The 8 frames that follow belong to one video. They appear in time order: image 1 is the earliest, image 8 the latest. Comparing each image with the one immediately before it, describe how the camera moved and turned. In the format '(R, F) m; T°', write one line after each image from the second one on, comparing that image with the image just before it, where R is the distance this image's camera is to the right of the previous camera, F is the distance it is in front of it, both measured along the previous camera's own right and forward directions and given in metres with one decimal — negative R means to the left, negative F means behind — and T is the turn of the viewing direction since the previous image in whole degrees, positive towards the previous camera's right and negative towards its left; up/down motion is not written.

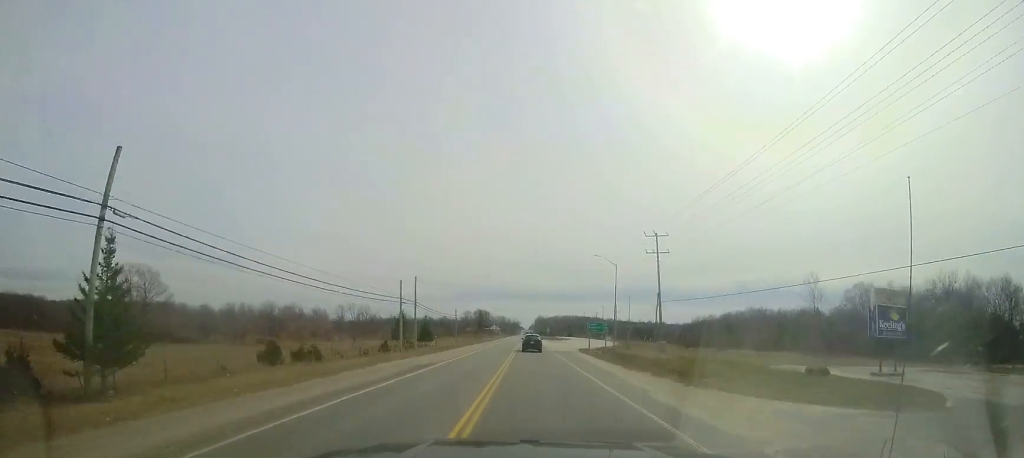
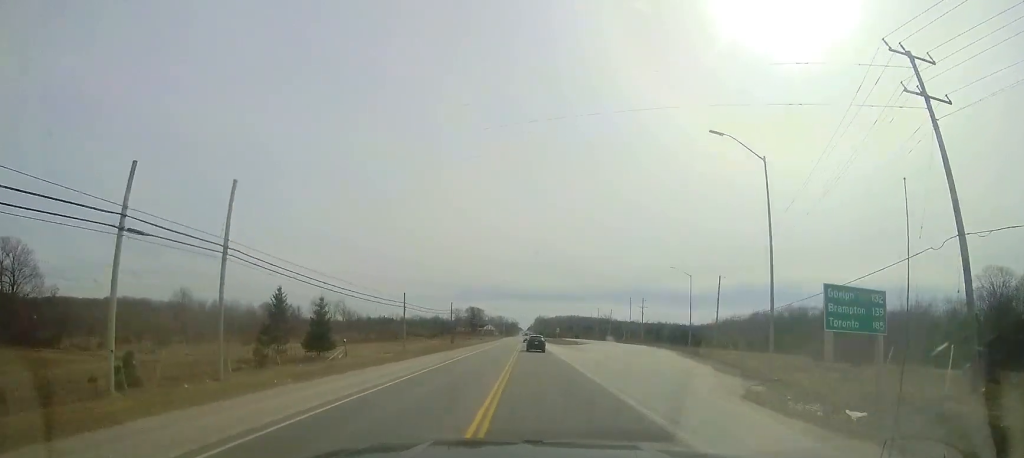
(+0.7, +35.7) m; +1°
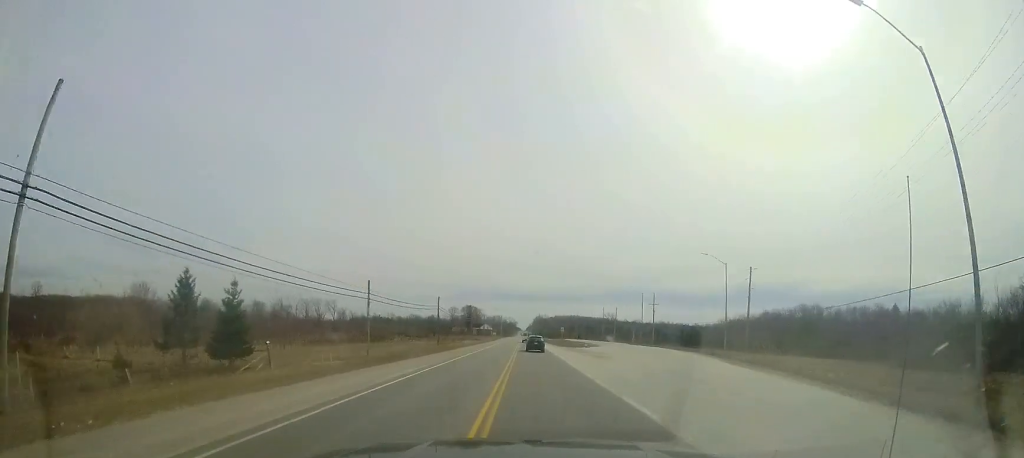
(+0.1, +11.0) m; 0°
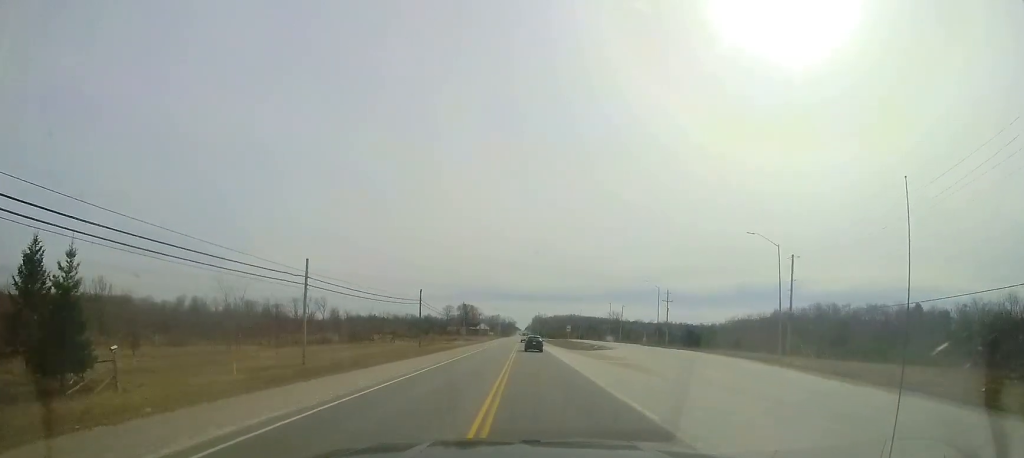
(-0.2, +11.2) m; 0°
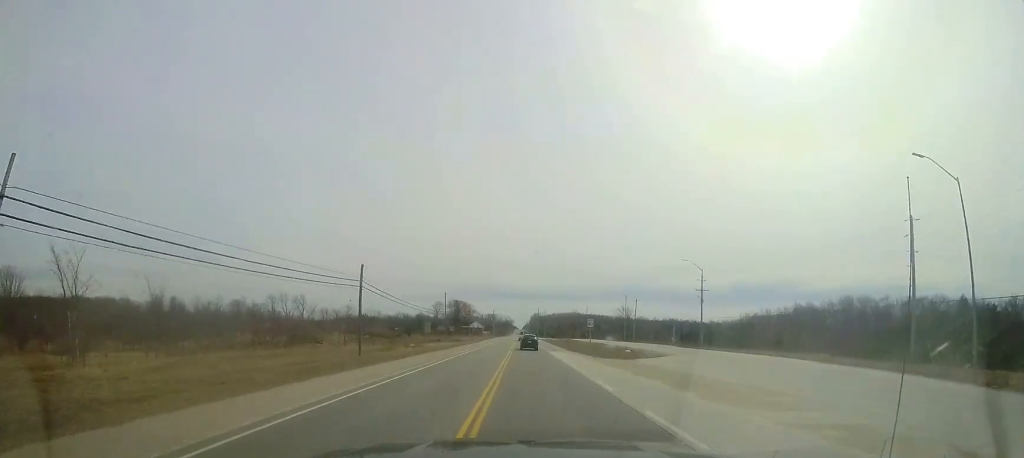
(0.0, +20.3) m; 0°
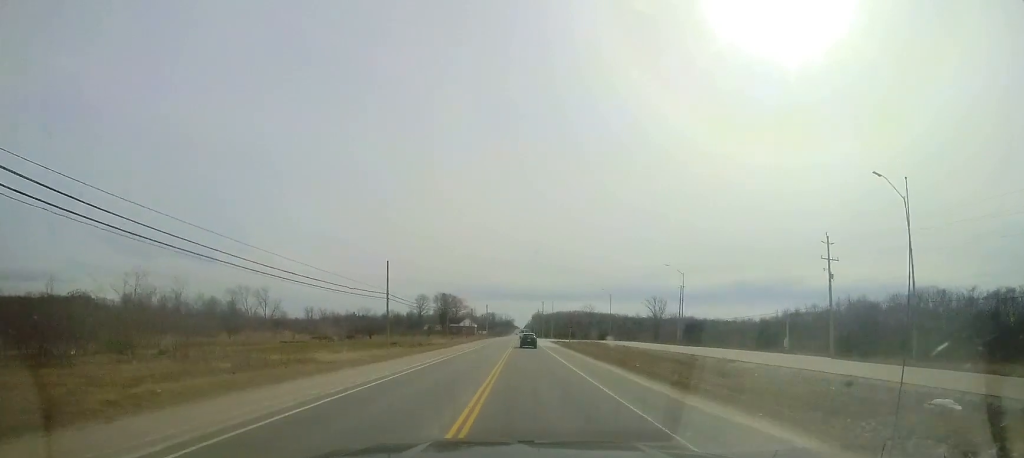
(+0.3, +34.2) m; 0°
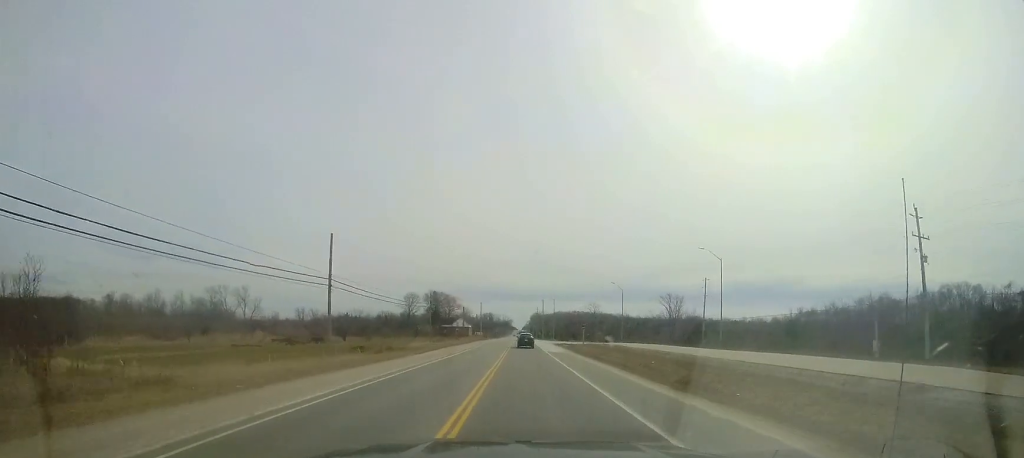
(-0.2, +13.1) m; 0°
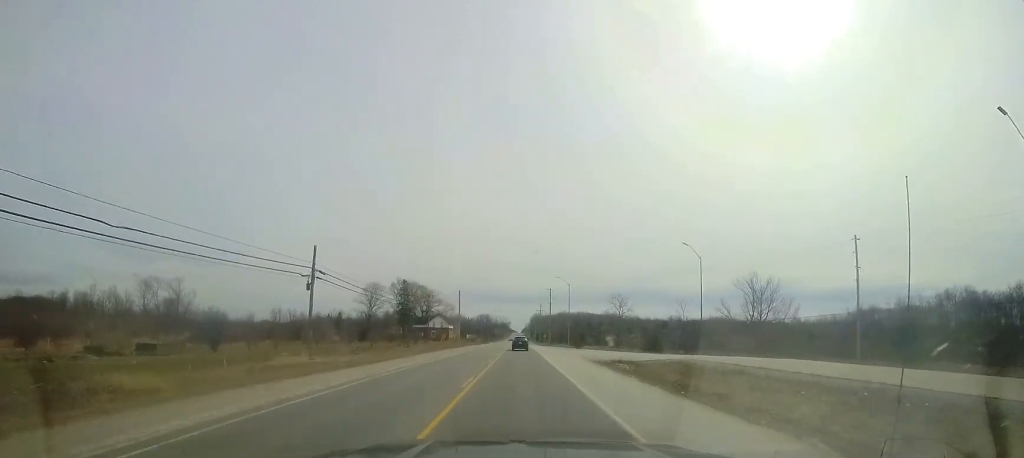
(-0.1, +37.9) m; +1°
